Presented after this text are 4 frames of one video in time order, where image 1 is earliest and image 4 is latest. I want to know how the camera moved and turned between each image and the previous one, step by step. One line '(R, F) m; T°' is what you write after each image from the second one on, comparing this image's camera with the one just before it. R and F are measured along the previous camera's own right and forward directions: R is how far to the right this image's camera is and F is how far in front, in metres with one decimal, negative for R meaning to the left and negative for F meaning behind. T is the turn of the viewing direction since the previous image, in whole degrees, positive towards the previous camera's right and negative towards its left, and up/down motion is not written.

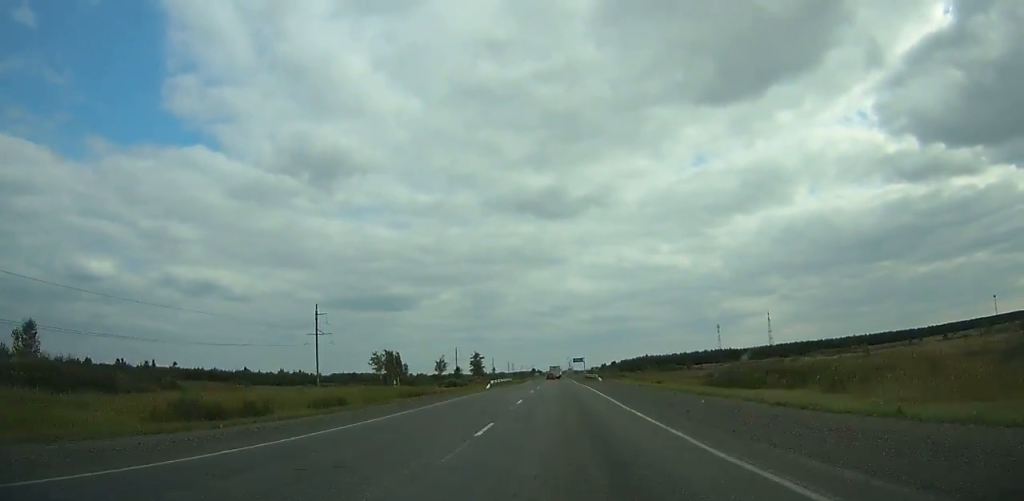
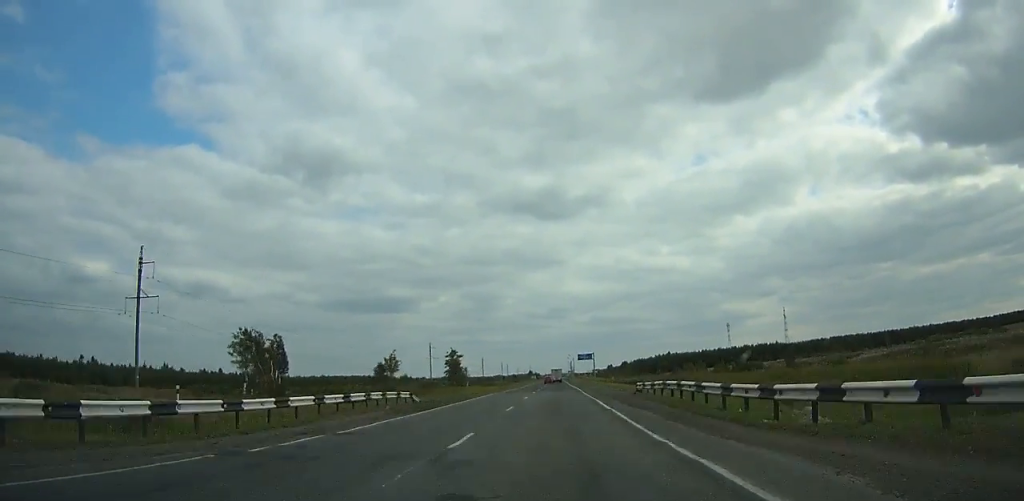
(+0.4, +74.1) m; 0°
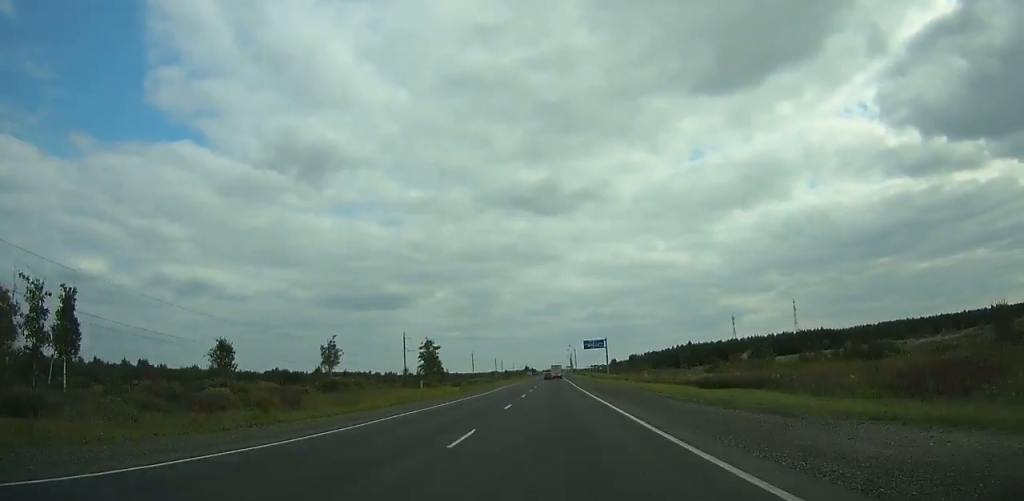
(-0.2, +49.4) m; 0°
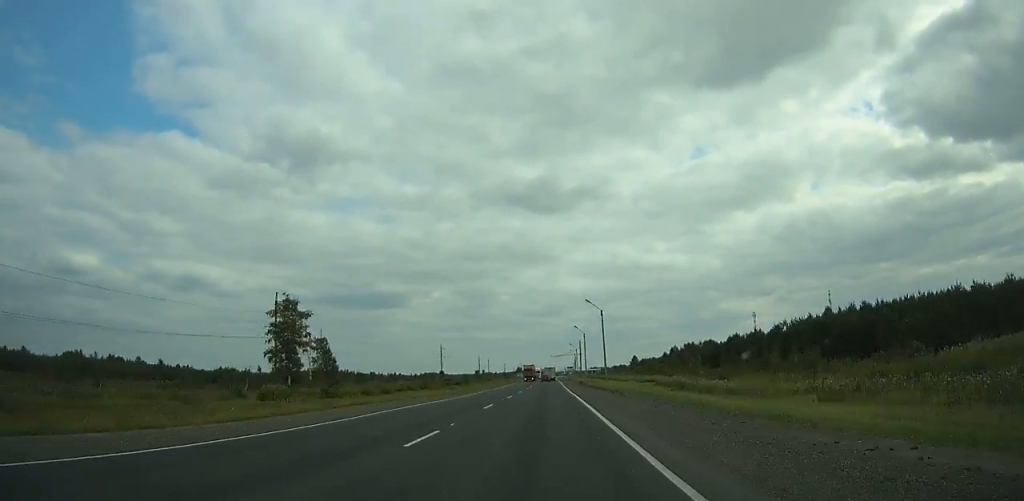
(+0.8, +121.0) m; 0°
